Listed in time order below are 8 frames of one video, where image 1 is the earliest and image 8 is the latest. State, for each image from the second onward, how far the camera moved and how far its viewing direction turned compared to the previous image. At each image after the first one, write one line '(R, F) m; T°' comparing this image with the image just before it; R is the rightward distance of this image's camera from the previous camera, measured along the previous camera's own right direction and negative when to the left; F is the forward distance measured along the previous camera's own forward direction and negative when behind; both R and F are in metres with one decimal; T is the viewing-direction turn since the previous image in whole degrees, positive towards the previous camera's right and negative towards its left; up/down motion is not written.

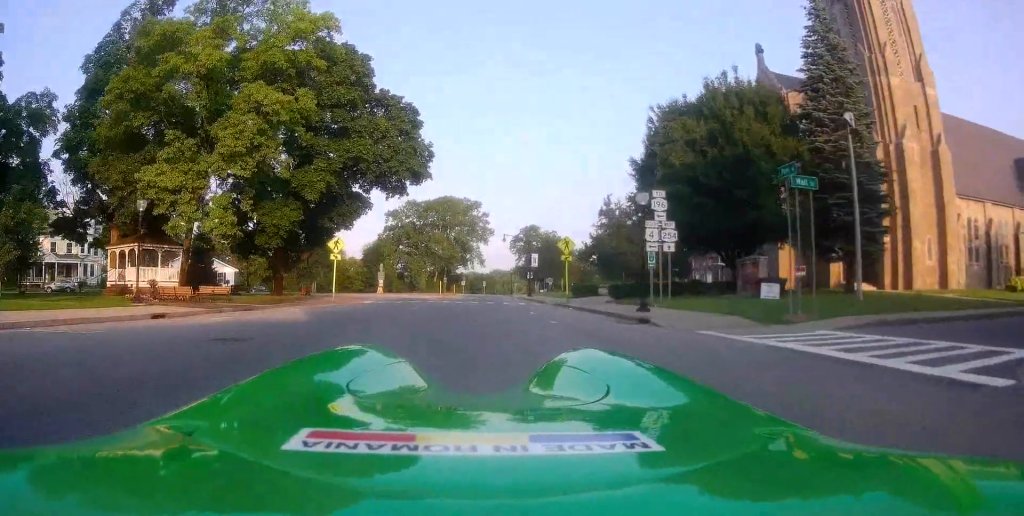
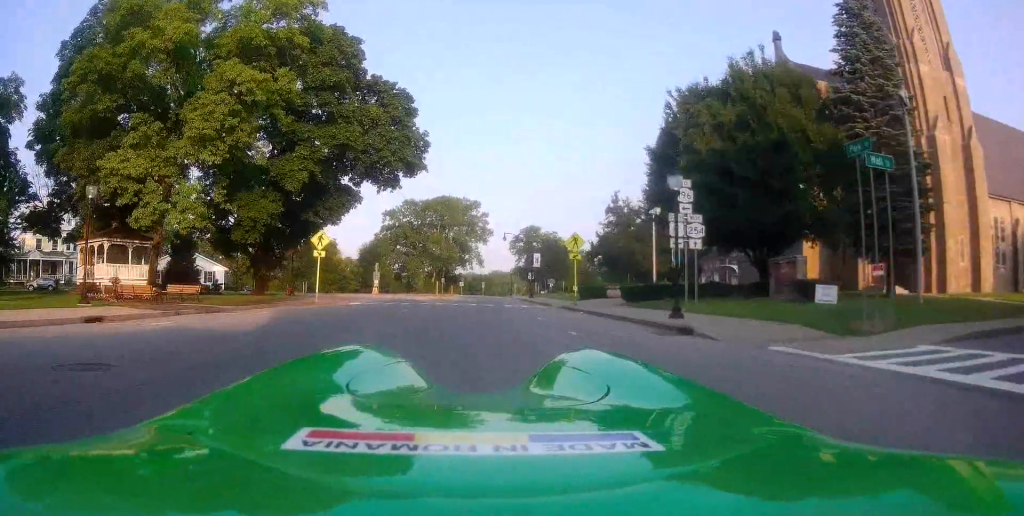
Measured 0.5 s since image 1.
(+0.1, +3.4) m; -1°
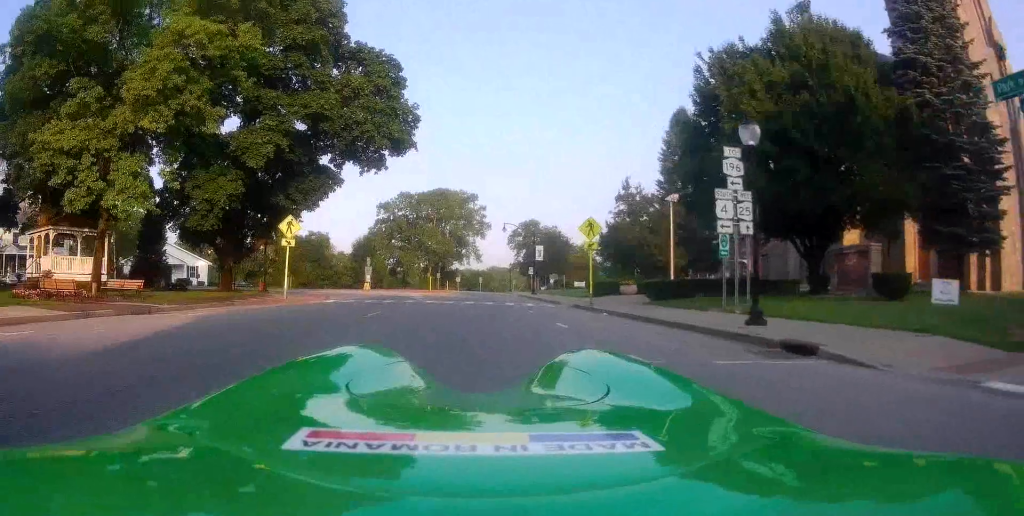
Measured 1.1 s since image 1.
(-0.3, +5.0) m; -6°
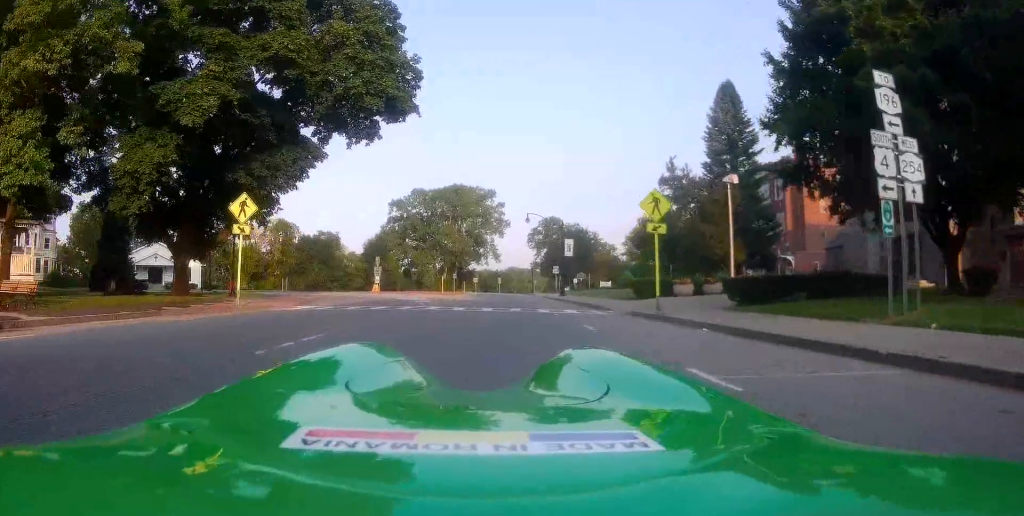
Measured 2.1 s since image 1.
(-0.6, +7.3) m; -5°
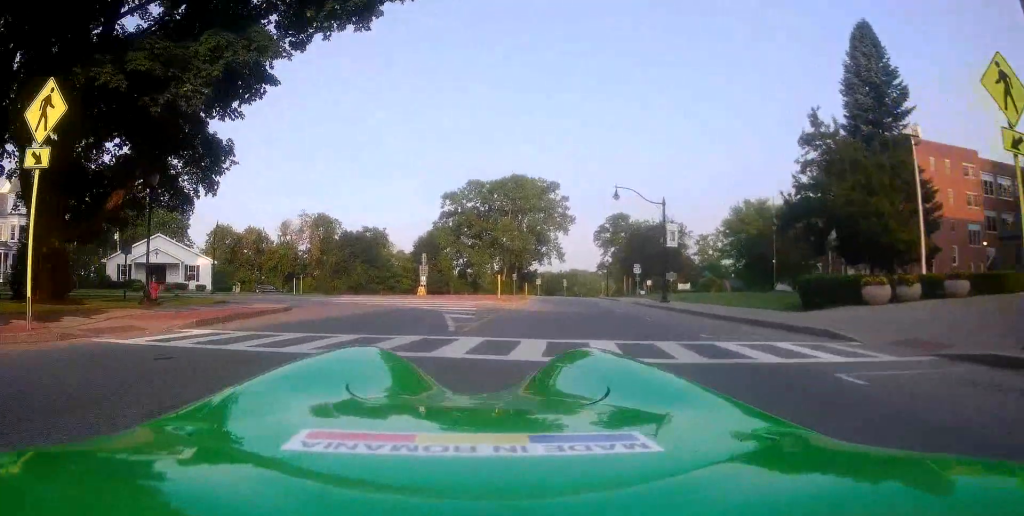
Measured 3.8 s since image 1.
(-0.2, +12.4) m; -4°
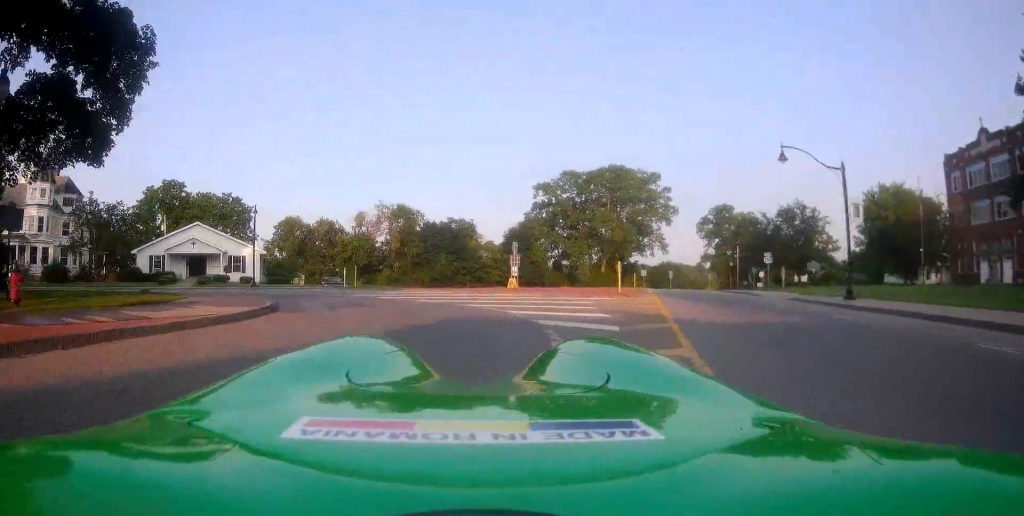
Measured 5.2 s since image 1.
(-0.7, +10.0) m; -8°
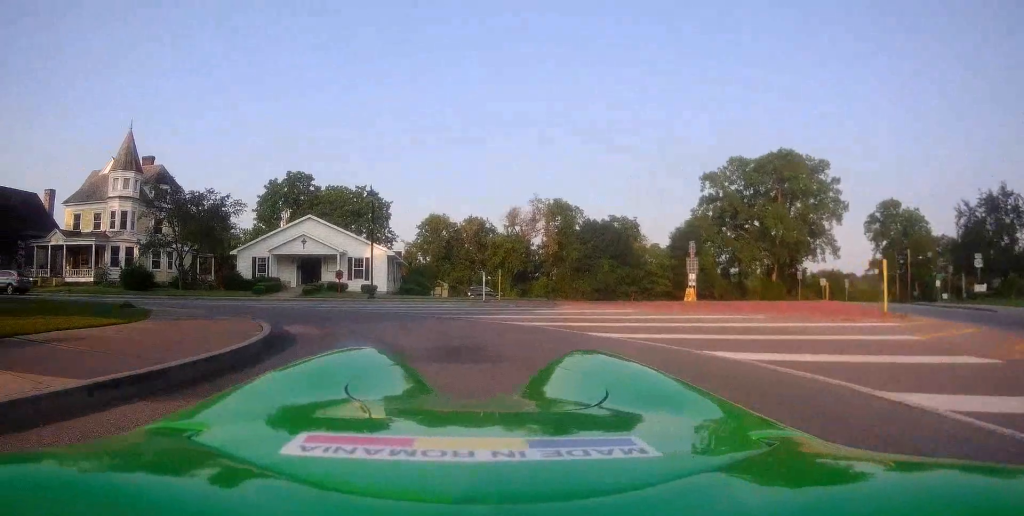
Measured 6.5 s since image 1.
(-0.8, +8.7) m; -19°
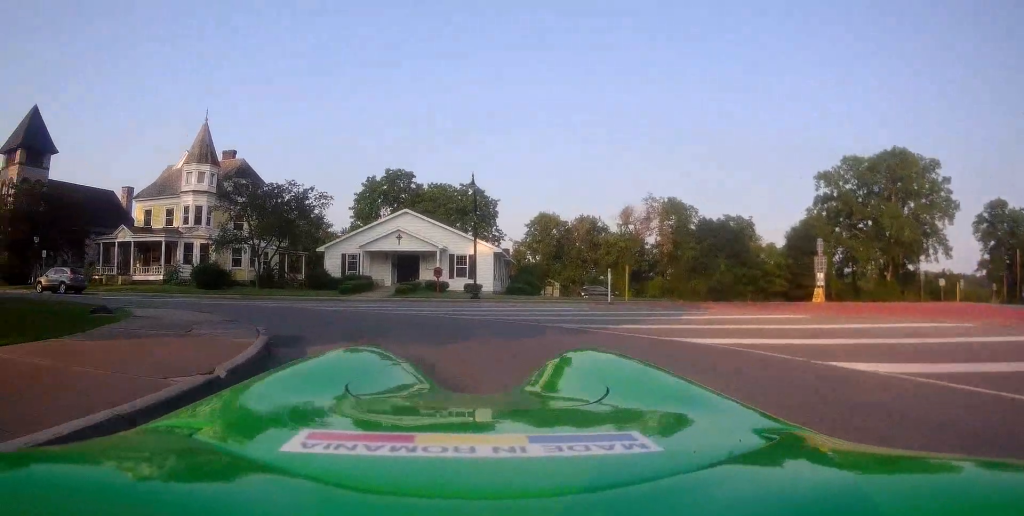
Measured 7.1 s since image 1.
(-0.8, +4.4) m; -10°
